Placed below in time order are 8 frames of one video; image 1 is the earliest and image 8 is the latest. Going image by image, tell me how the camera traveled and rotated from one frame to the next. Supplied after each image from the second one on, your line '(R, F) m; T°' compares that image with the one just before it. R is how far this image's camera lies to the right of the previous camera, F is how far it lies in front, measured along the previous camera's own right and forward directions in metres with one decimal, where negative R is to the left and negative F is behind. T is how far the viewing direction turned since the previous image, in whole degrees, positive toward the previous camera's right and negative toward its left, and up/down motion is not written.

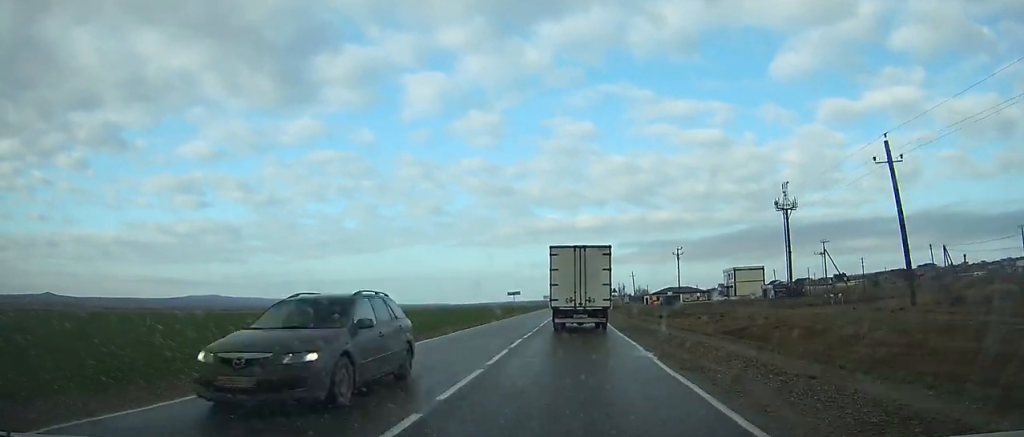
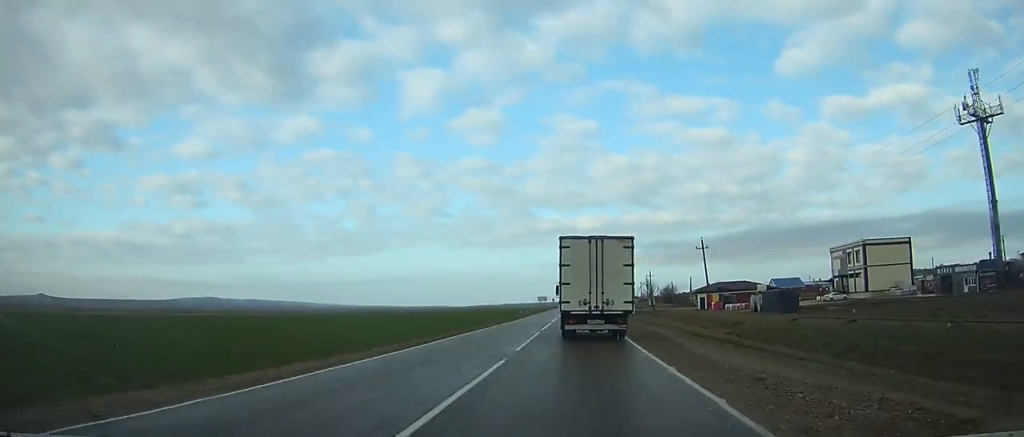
(-0.2, +81.1) m; 0°
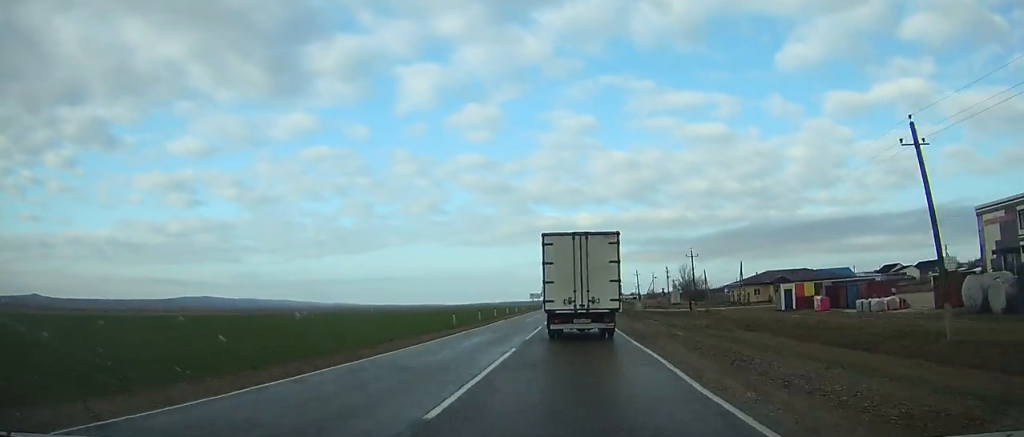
(+0.3, +45.7) m; 0°
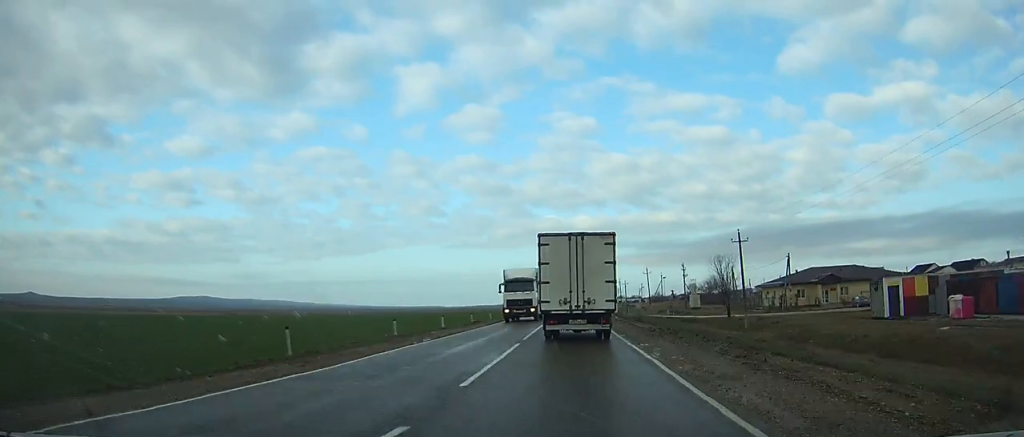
(0.0, +22.3) m; 0°
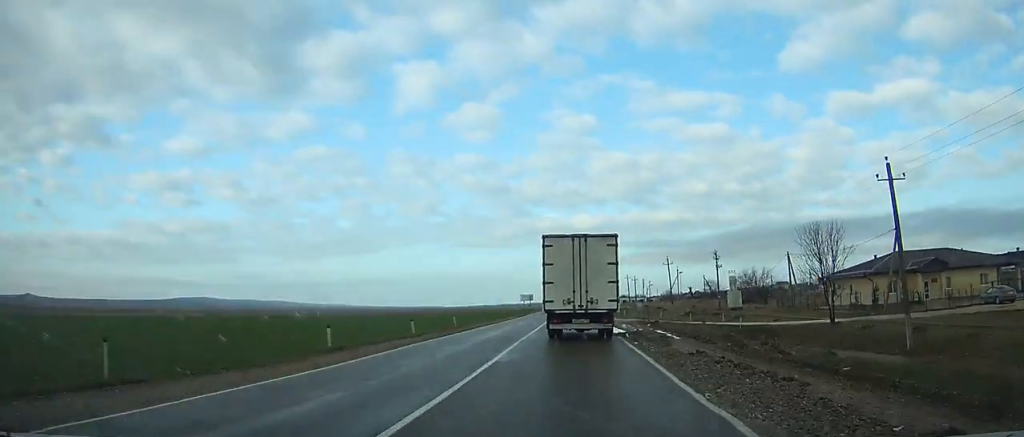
(-0.1, +27.6) m; 0°
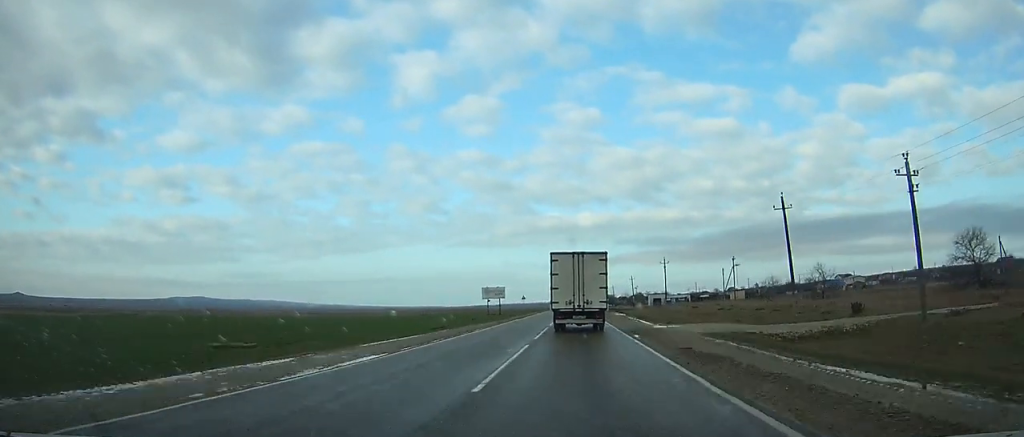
(-0.2, +126.0) m; 0°
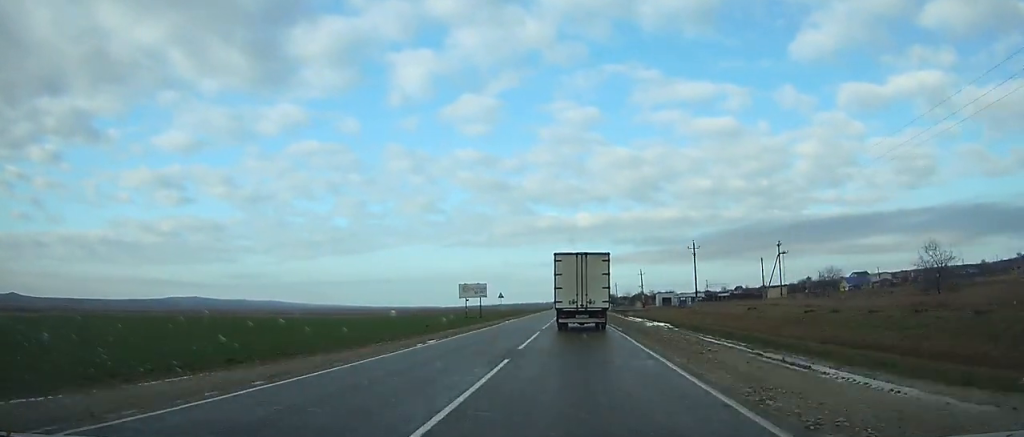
(+0.1, +28.9) m; 0°
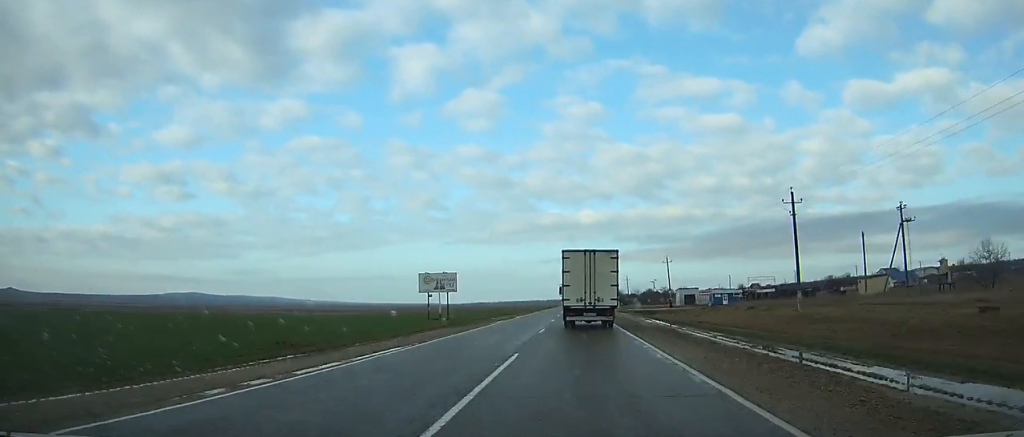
(+0.1, +35.6) m; 0°
